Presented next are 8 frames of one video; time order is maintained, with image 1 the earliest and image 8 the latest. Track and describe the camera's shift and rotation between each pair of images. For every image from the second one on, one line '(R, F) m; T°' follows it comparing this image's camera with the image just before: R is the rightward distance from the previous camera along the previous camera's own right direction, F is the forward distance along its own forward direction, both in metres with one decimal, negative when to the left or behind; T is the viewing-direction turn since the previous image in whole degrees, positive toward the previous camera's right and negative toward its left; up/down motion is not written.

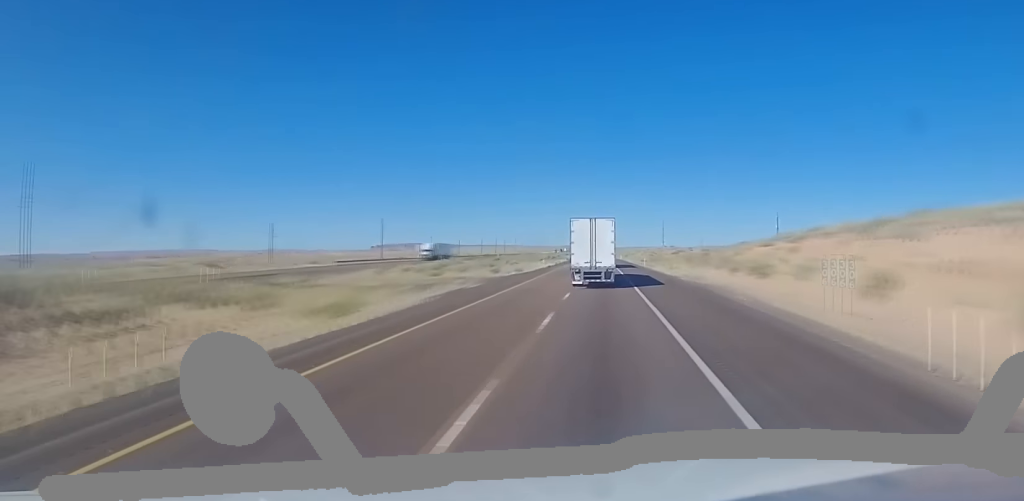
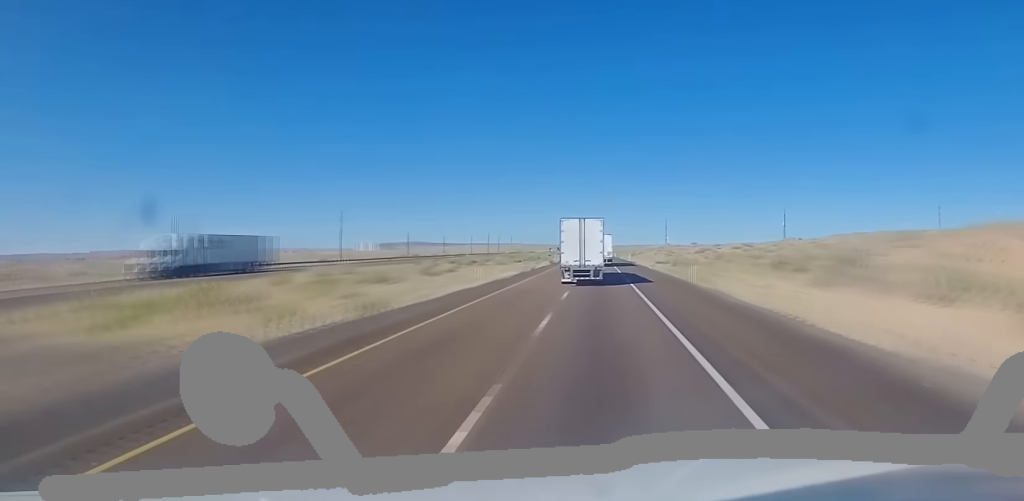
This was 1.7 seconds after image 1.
(+0.2, +40.5) m; 0°
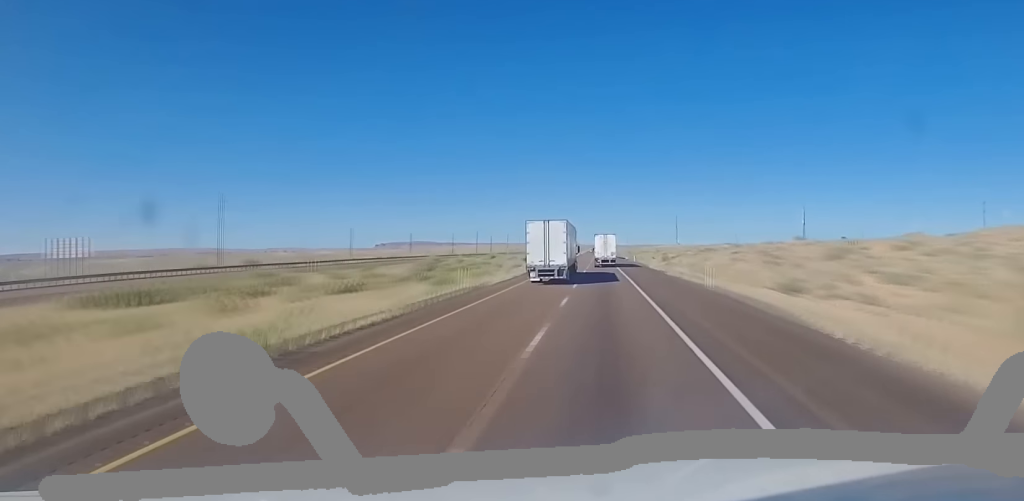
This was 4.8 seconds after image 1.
(-0.8, +97.5) m; -1°
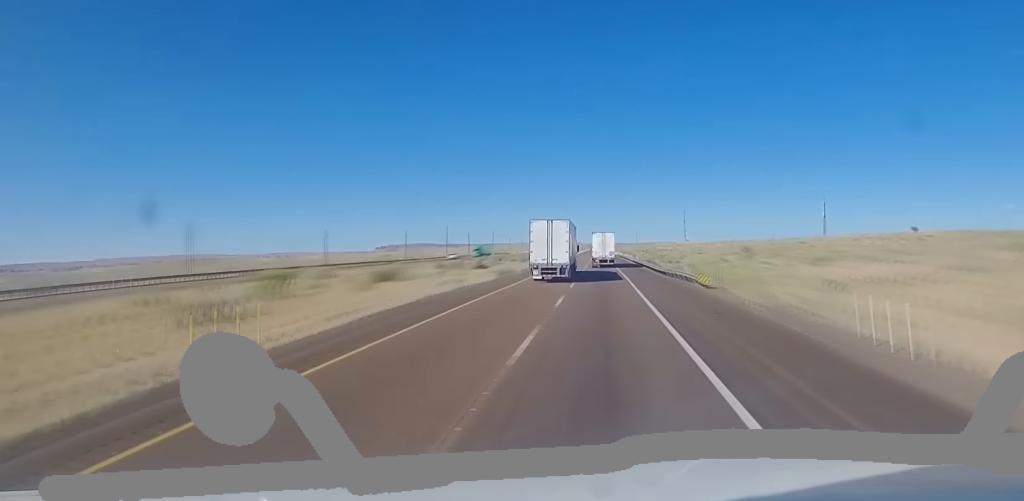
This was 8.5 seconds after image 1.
(-0.7, +113.4) m; -1°
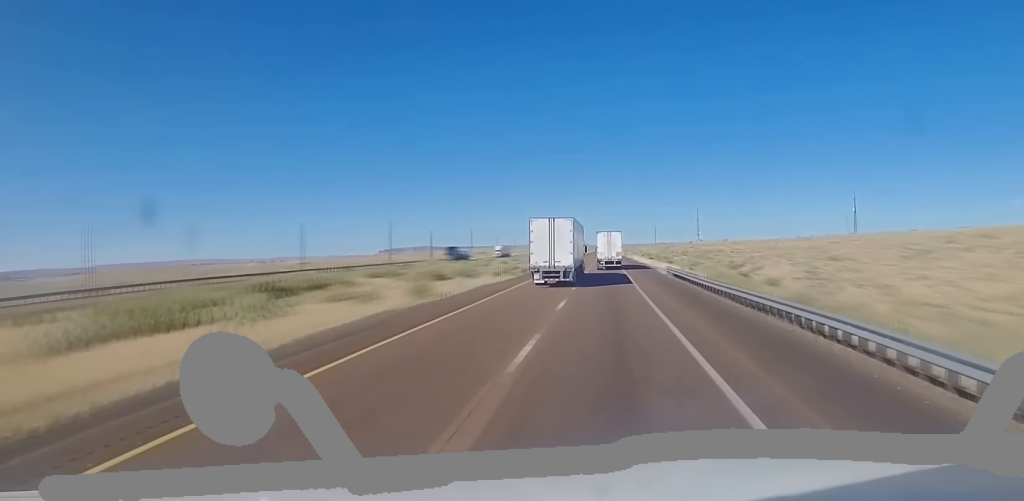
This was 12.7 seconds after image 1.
(-0.6, +123.3) m; 0°
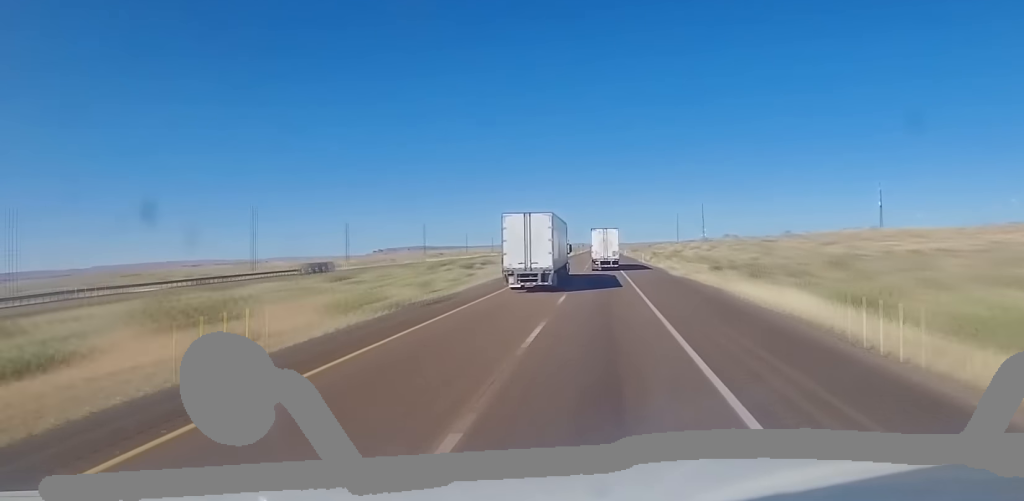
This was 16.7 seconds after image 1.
(-0.3, +120.8) m; 0°
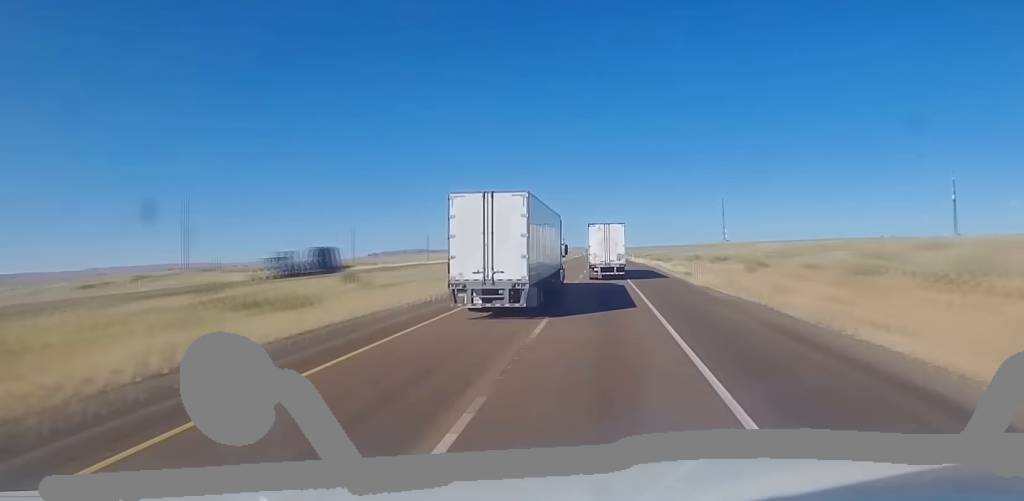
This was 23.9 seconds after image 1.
(+0.3, +223.8) m; 0°
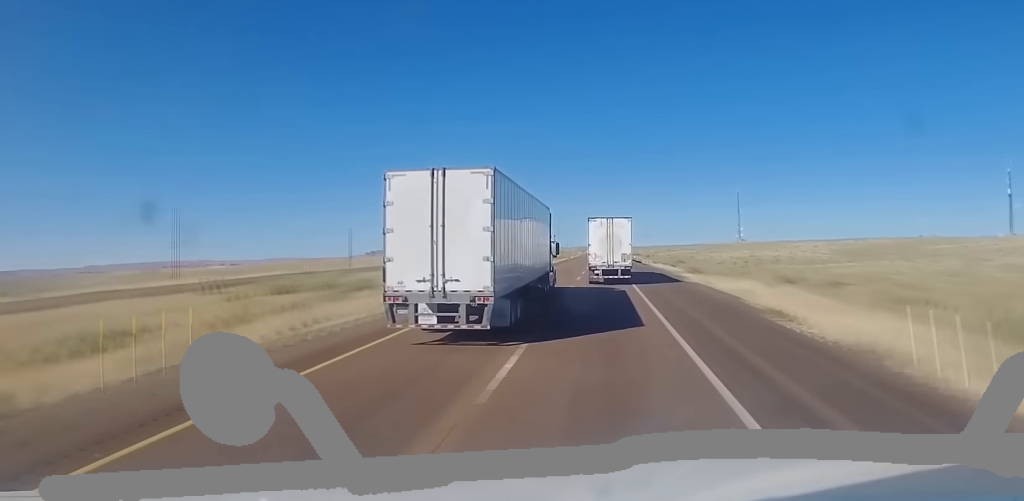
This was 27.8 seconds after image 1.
(+0.1, +107.9) m; 0°
